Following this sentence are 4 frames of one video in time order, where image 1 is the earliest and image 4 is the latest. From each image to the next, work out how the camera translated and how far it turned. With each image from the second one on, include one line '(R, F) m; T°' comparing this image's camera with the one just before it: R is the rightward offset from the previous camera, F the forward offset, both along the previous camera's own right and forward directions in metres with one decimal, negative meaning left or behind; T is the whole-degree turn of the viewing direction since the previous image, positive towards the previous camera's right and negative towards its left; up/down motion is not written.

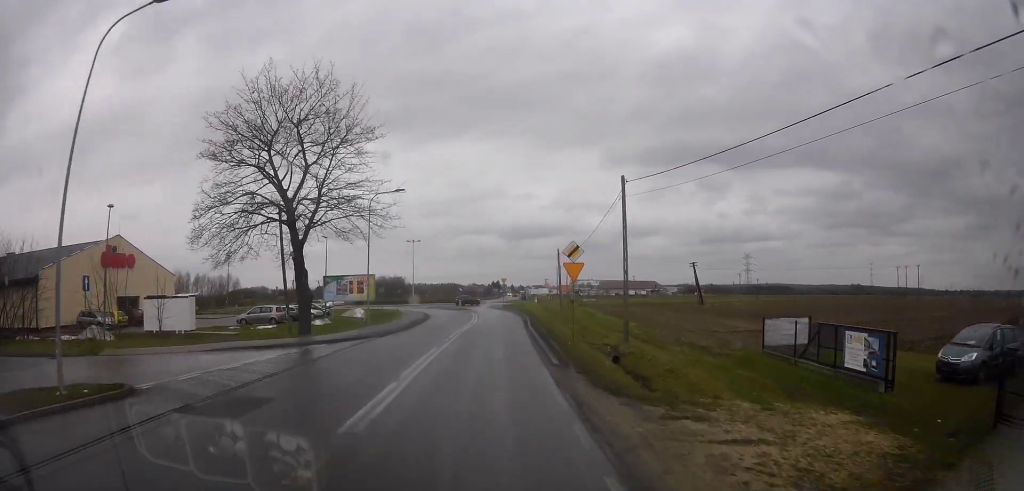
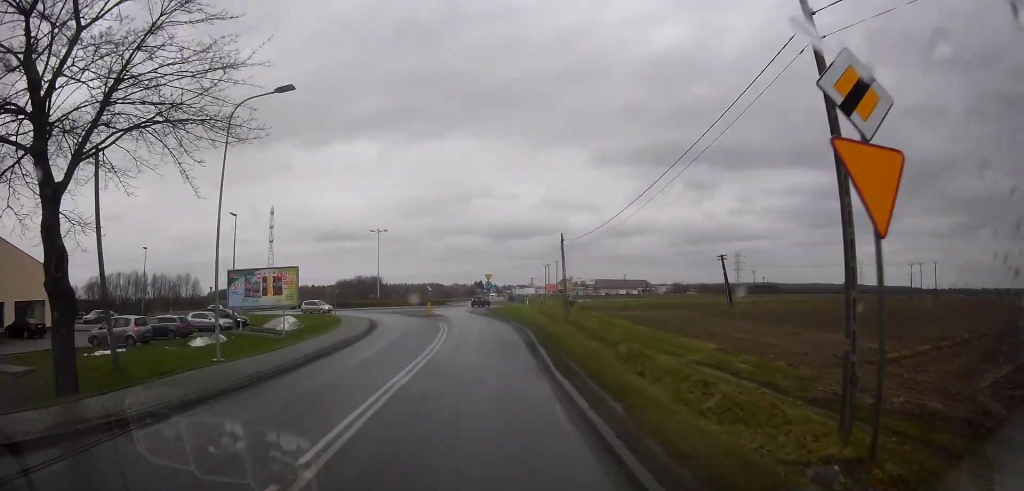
(-0.8, +15.6) m; +2°
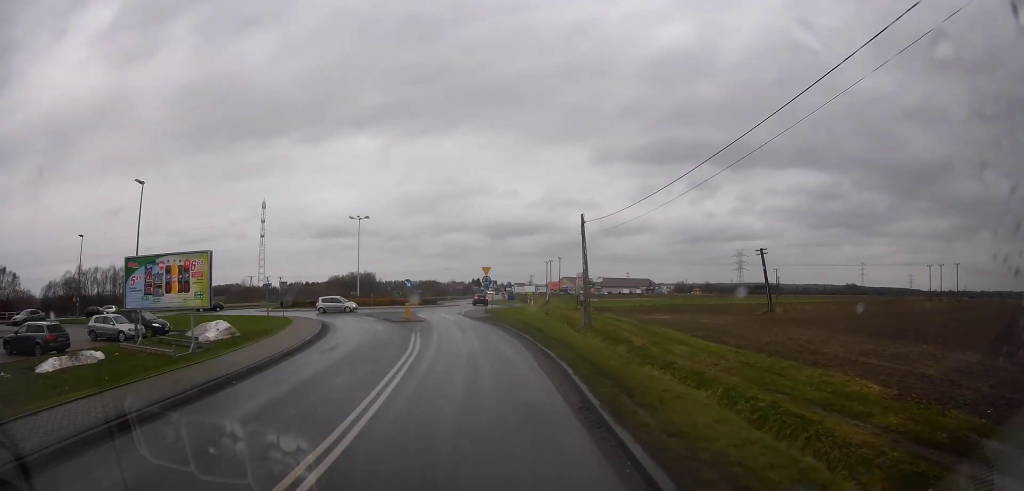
(+1.0, +11.0) m; +7°
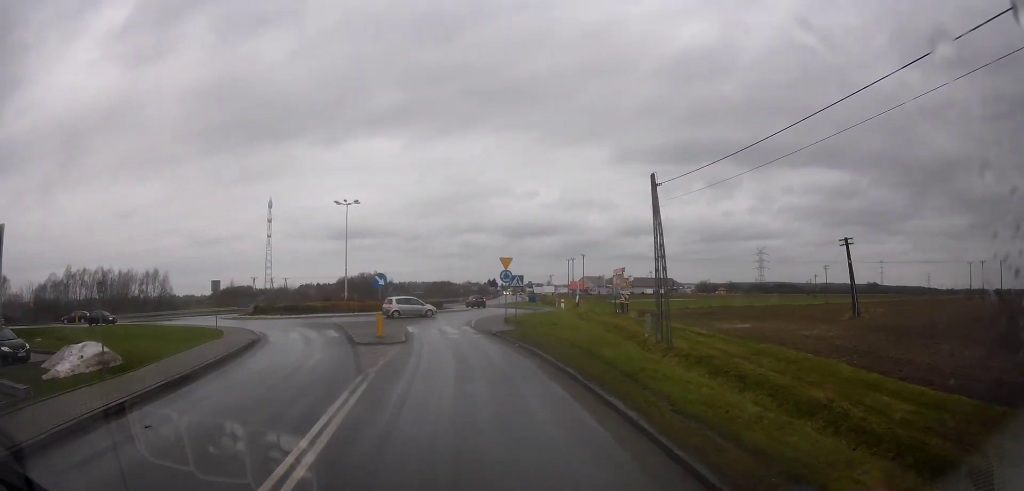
(+0.1, +13.4) m; -3°
